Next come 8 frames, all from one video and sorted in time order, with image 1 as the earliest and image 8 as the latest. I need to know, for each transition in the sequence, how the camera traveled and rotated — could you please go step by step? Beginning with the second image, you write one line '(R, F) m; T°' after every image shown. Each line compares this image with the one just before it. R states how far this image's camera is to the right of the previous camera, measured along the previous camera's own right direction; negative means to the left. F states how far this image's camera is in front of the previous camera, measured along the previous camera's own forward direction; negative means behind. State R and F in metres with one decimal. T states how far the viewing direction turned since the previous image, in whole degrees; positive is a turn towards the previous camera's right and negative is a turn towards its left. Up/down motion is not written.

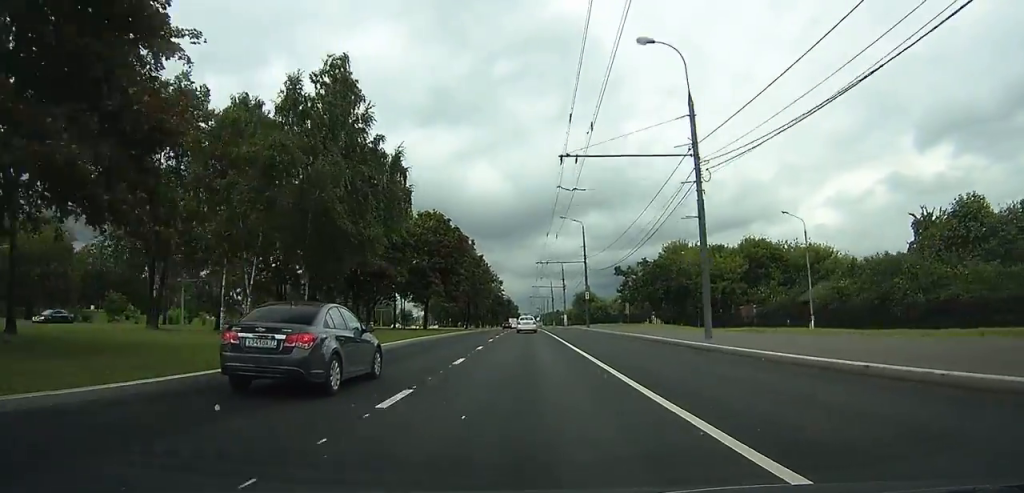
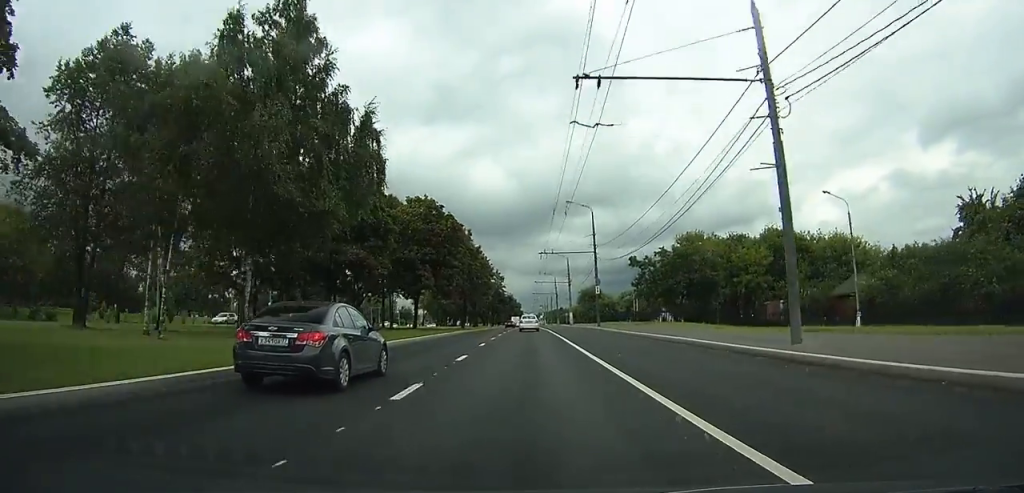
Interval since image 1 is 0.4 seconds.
(0.0, +7.3) m; 0°
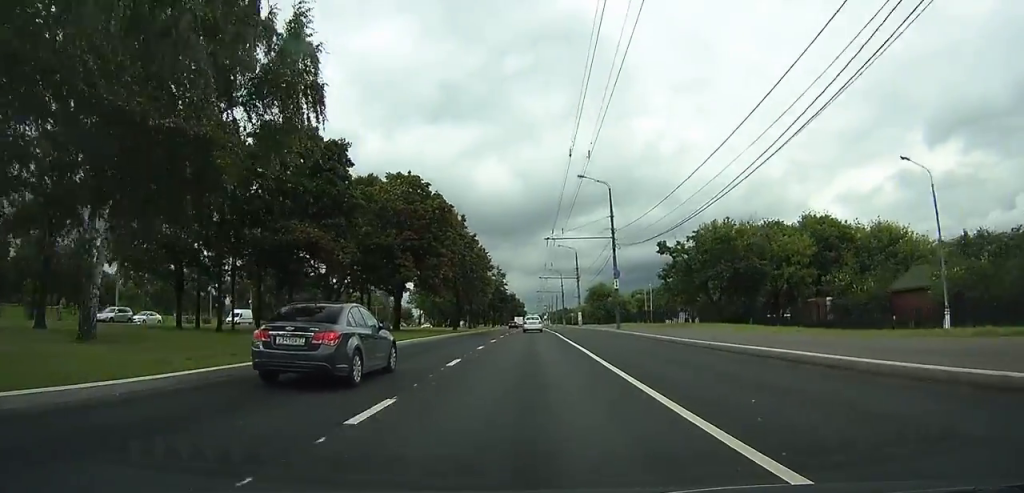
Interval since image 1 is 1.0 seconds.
(0.0, +10.2) m; 0°
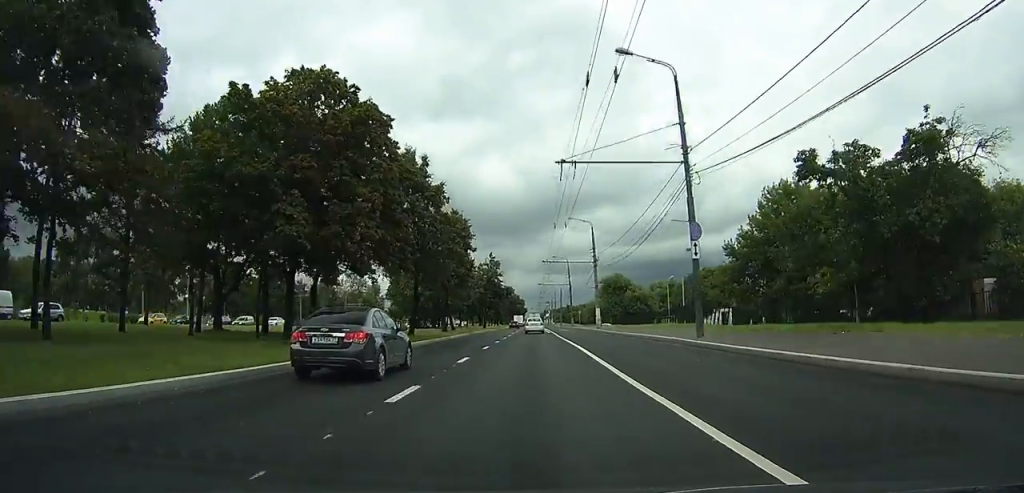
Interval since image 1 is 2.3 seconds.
(-0.1, +21.9) m; 0°
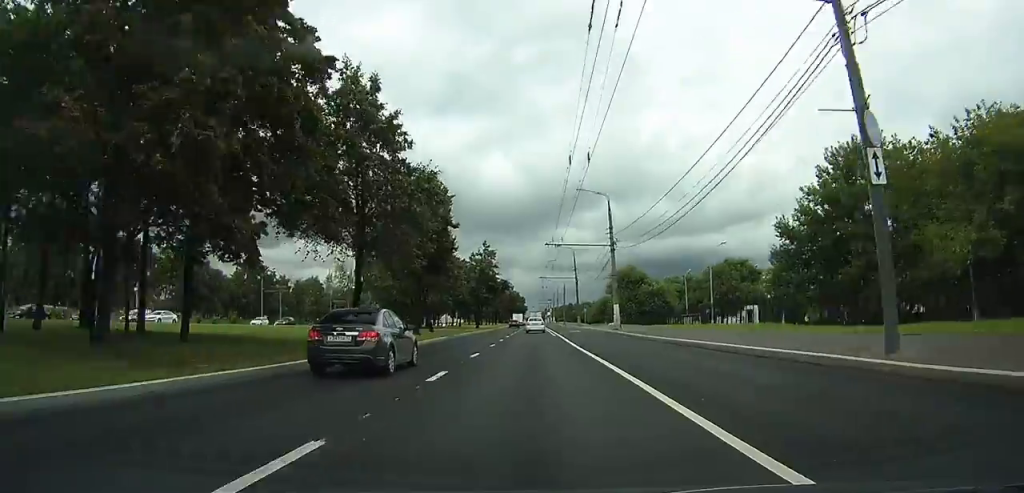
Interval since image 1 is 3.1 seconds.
(0.0, +12.9) m; 0°
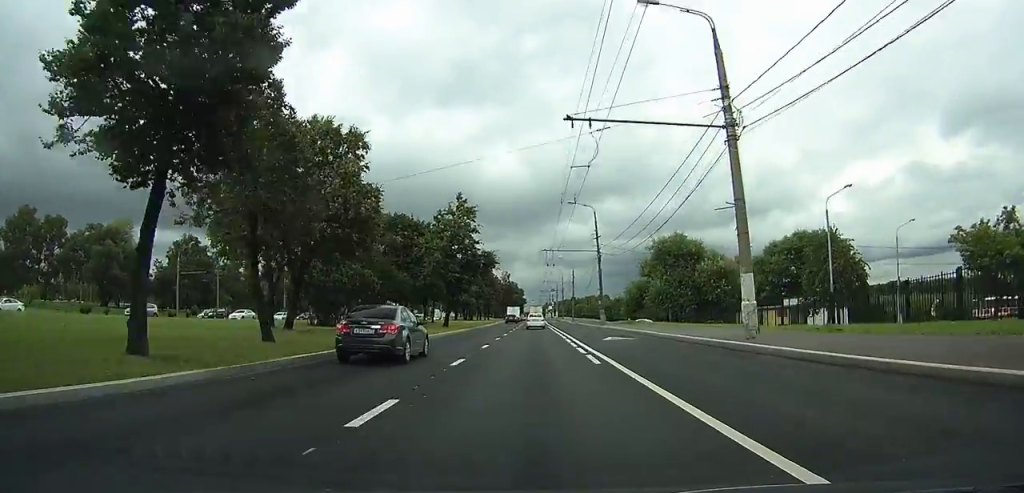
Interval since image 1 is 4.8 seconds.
(-0.2, +29.0) m; 0°
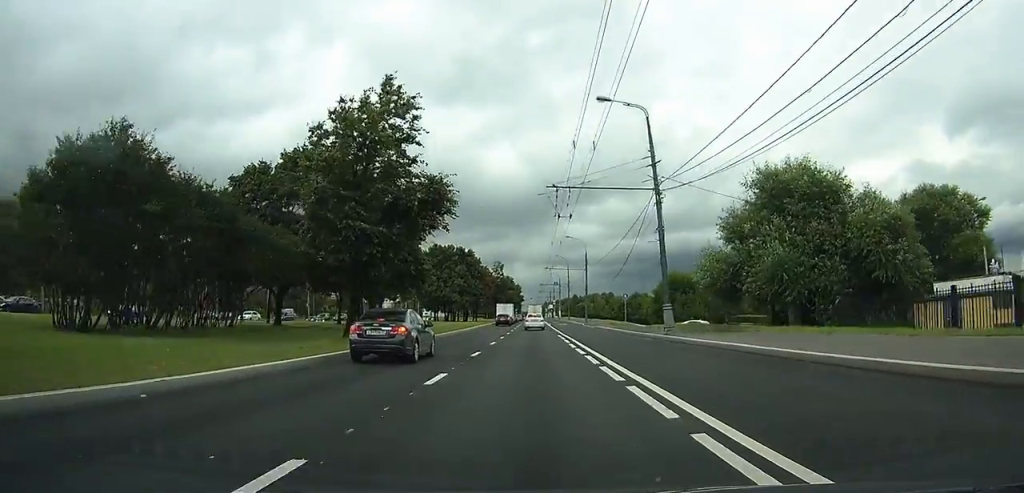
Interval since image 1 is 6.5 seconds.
(+0.3, +27.3) m; +1°
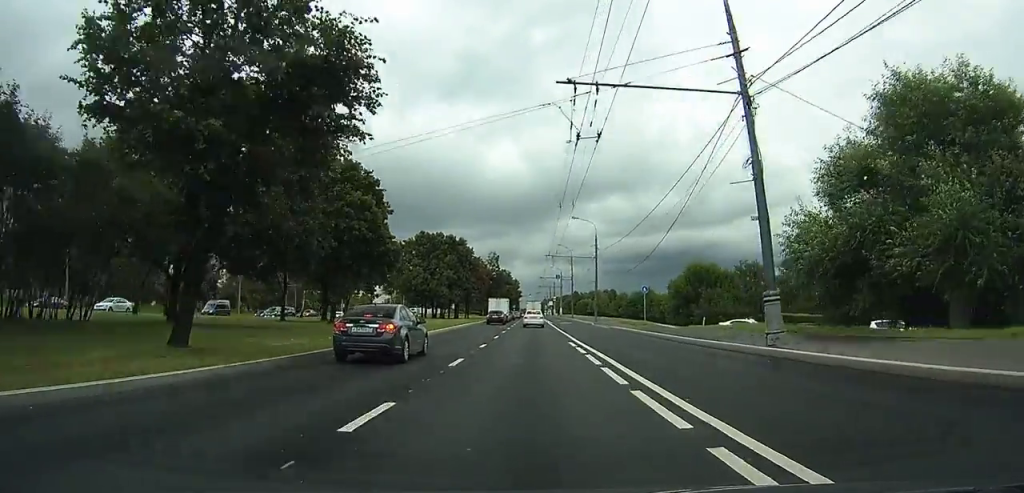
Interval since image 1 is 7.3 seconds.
(0.0, +12.7) m; 0°
